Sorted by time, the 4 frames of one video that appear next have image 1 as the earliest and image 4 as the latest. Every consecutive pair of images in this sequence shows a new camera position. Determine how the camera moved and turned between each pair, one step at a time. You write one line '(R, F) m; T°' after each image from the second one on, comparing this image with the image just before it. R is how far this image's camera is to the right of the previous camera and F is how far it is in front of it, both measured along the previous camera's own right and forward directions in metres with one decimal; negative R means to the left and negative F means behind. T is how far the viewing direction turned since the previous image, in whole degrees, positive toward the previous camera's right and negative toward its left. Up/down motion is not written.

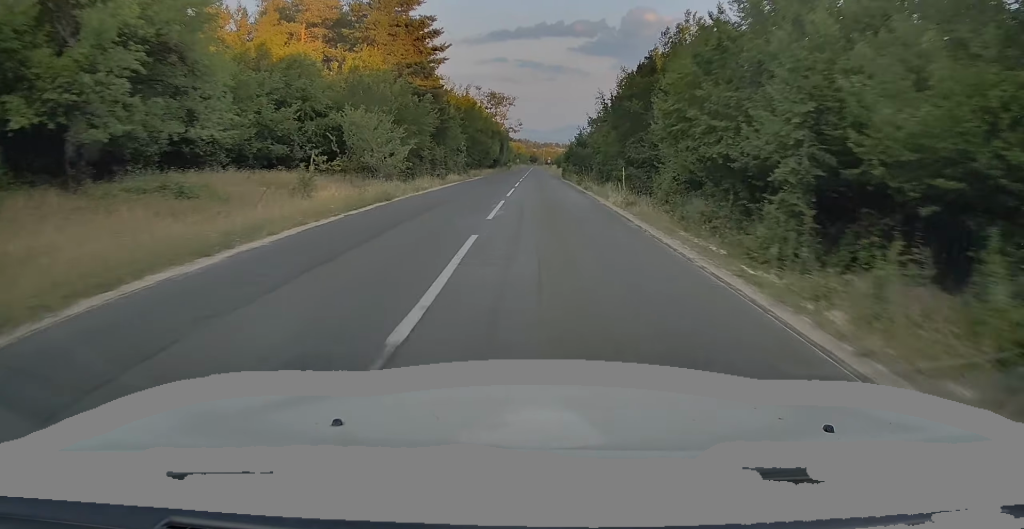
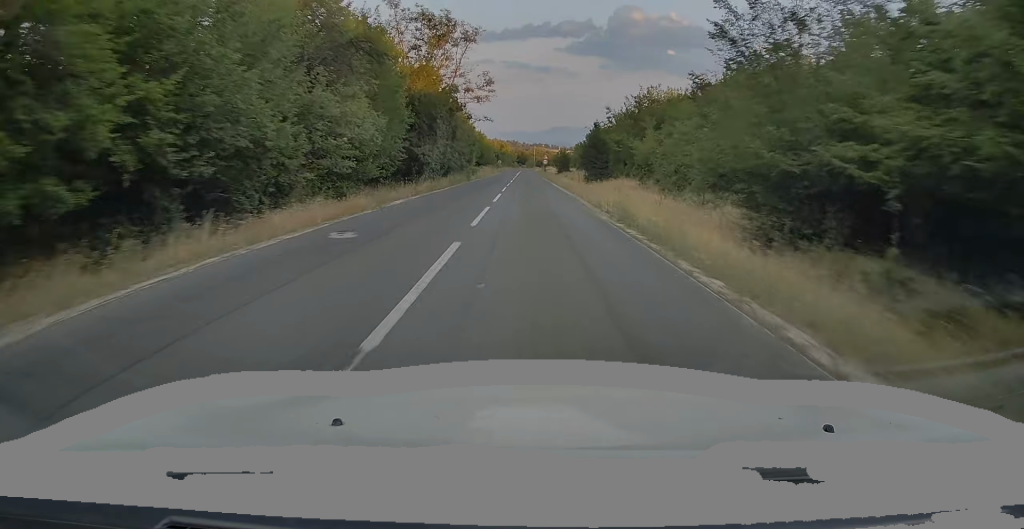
(-1.0, +54.1) m; -1°
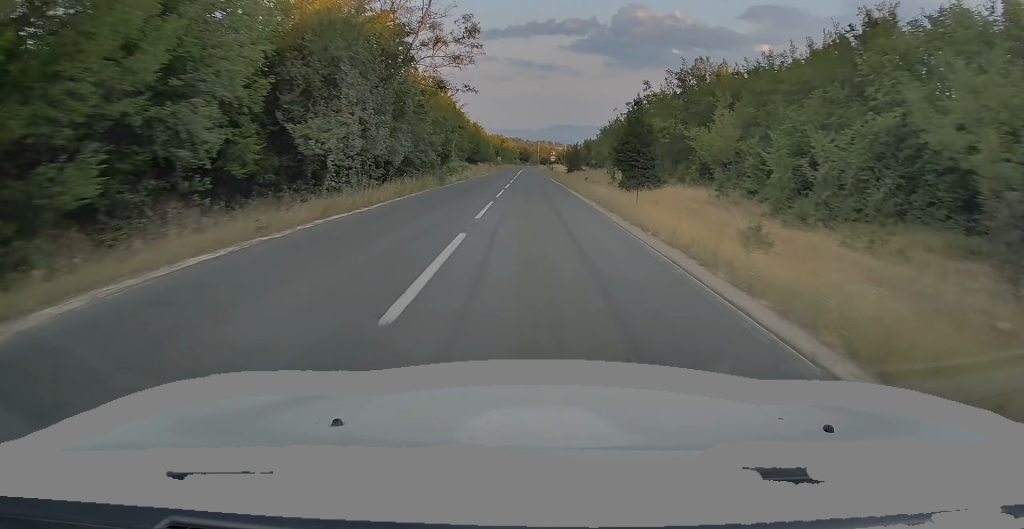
(+0.3, +16.9) m; +1°
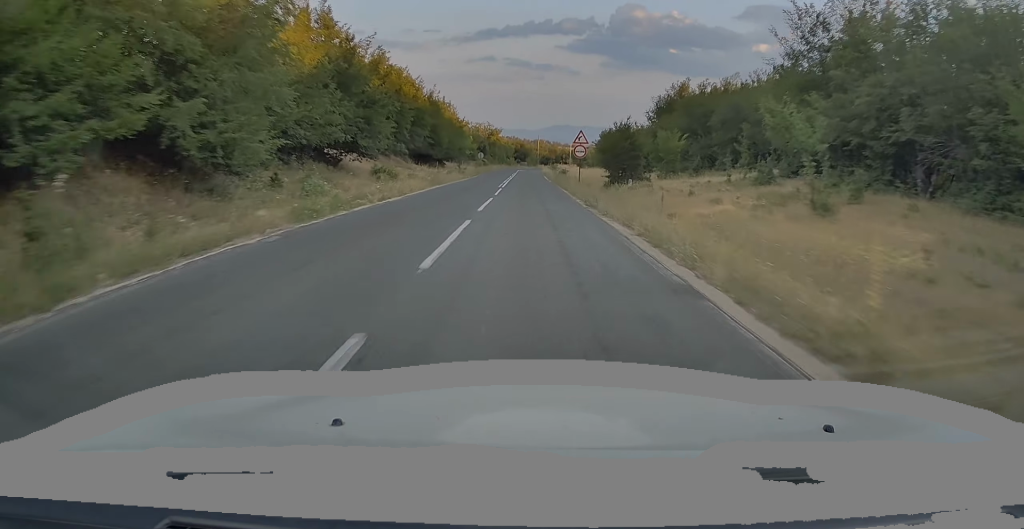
(+0.2, +42.3) m; +1°
